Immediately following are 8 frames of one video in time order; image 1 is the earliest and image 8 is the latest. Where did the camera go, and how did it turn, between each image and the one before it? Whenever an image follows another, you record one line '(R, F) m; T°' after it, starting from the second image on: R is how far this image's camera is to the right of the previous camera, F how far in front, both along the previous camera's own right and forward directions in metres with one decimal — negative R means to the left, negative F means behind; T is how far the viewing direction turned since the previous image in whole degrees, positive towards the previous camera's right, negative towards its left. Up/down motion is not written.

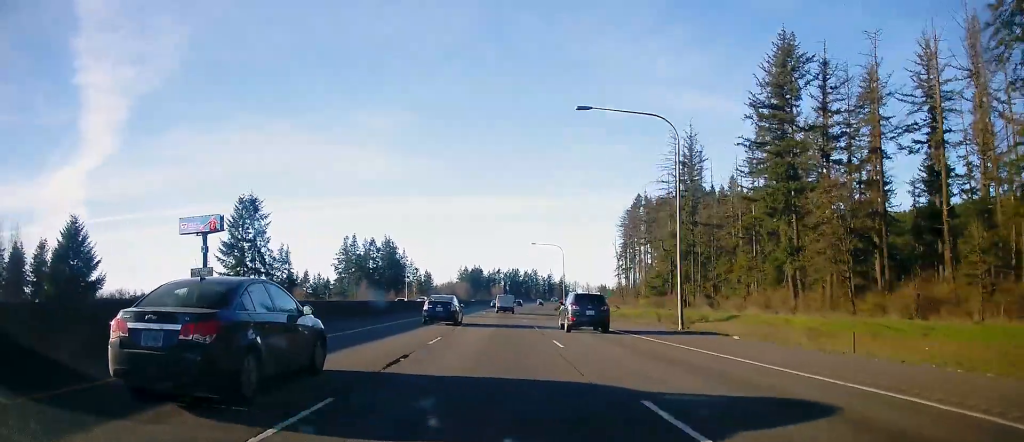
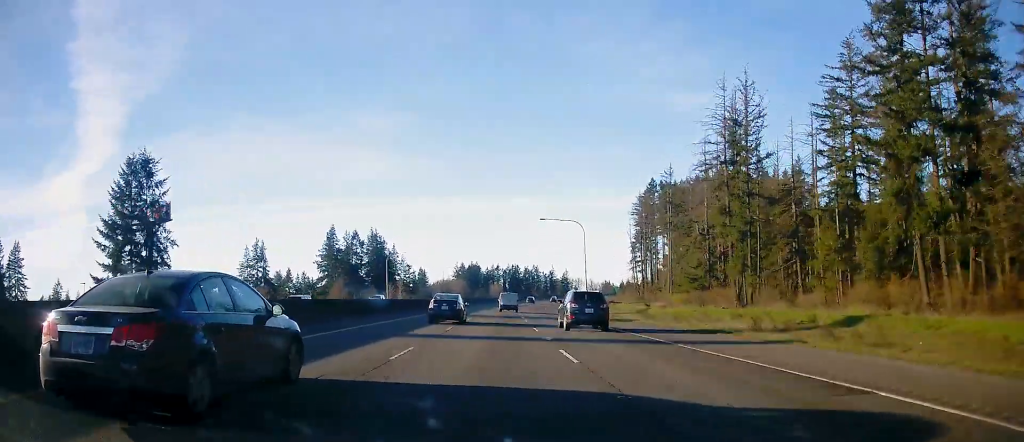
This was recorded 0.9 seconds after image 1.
(+0.1, +29.3) m; +1°
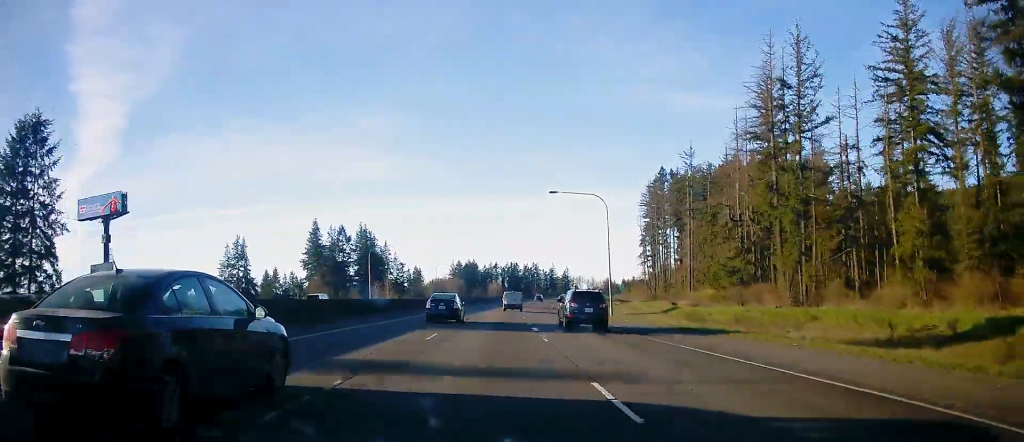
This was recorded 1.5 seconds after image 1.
(+0.1, +18.4) m; 0°
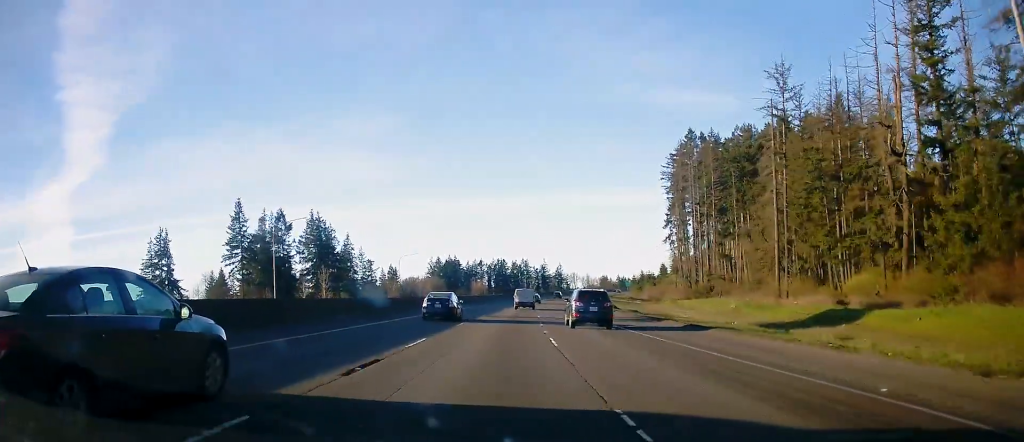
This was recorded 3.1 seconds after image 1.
(+0.5, +51.3) m; +2°
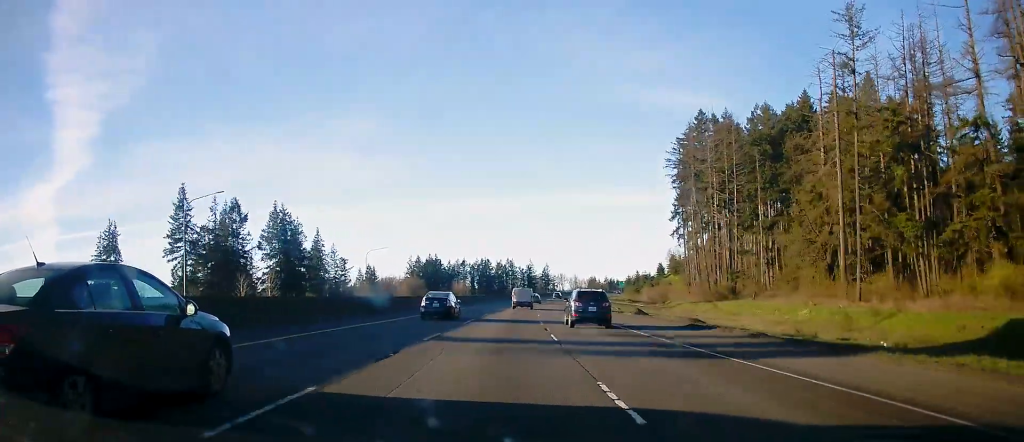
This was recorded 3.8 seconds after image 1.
(+0.2, +22.2) m; +1°
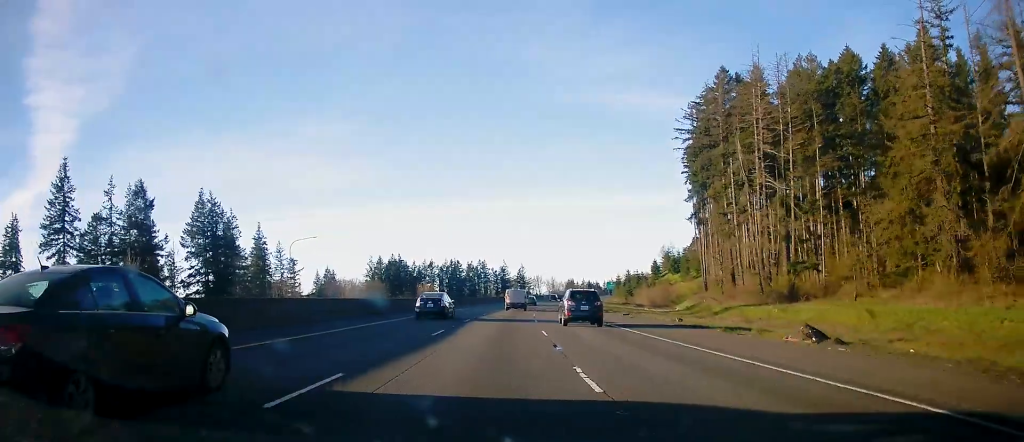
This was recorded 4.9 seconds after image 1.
(+0.4, +34.7) m; +2°
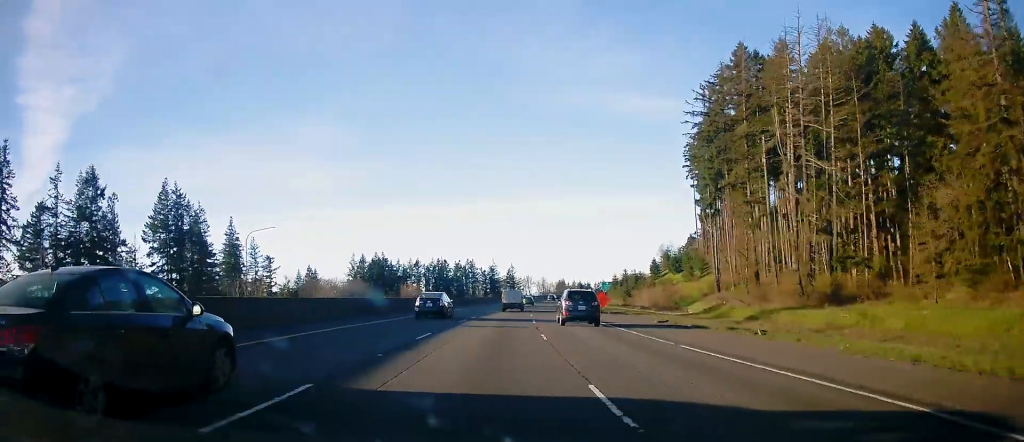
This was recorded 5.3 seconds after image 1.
(+0.2, +14.6) m; +1°
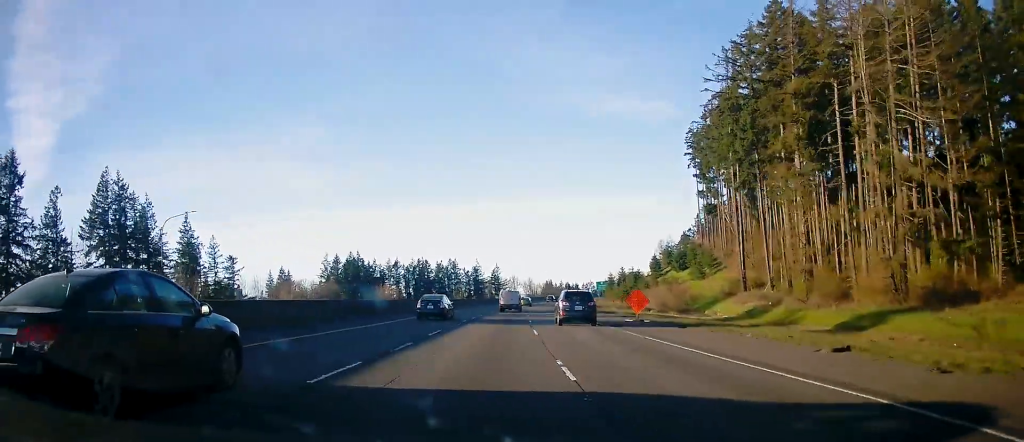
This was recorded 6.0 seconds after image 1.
(+0.4, +20.9) m; +2°
